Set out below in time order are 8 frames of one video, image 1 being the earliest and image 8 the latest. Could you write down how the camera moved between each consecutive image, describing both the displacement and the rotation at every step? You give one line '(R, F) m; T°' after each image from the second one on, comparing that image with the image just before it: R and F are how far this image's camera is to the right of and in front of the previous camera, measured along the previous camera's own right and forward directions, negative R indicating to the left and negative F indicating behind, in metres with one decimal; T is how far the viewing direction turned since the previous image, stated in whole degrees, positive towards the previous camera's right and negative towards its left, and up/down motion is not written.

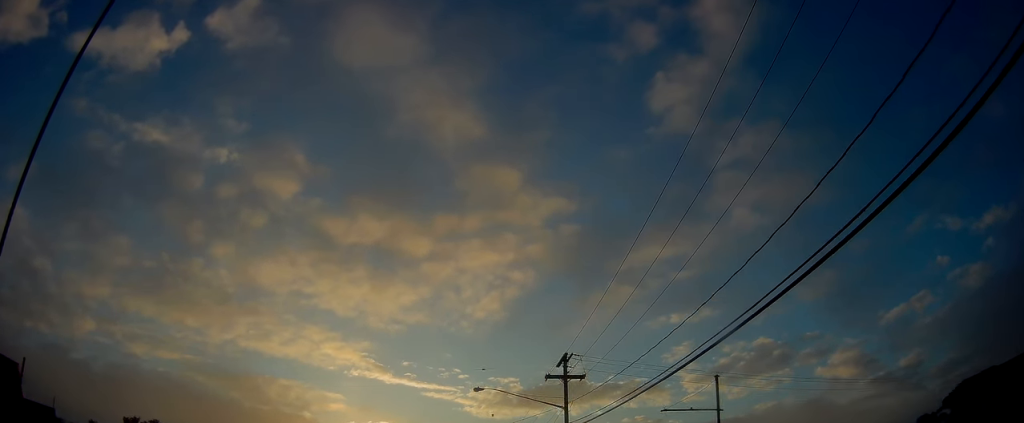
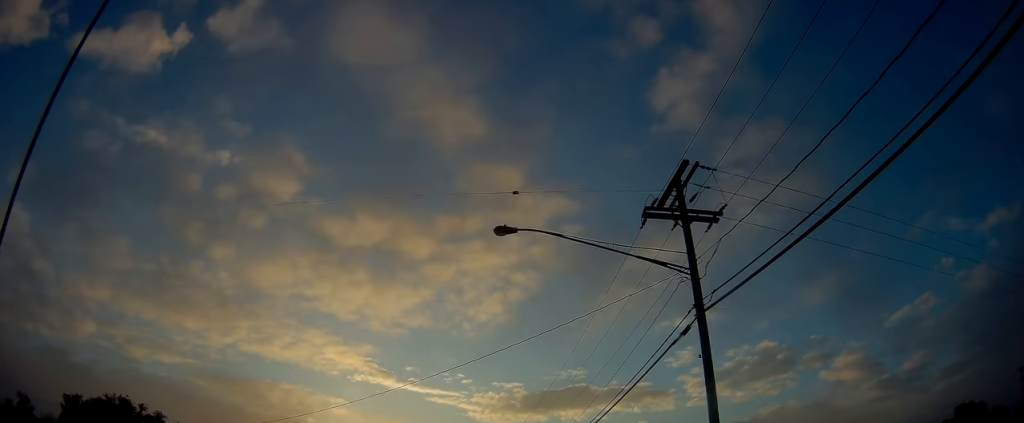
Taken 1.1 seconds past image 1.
(+0.2, +20.0) m; +1°
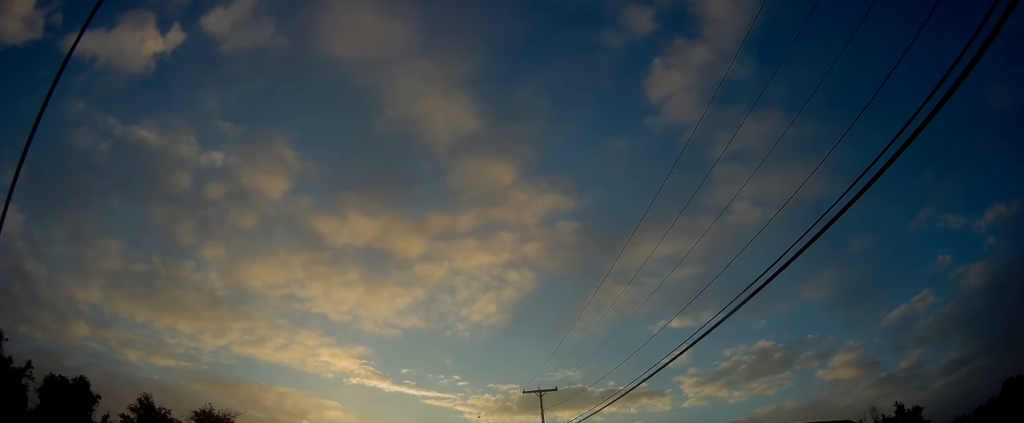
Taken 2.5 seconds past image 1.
(0.0, +27.2) m; 0°
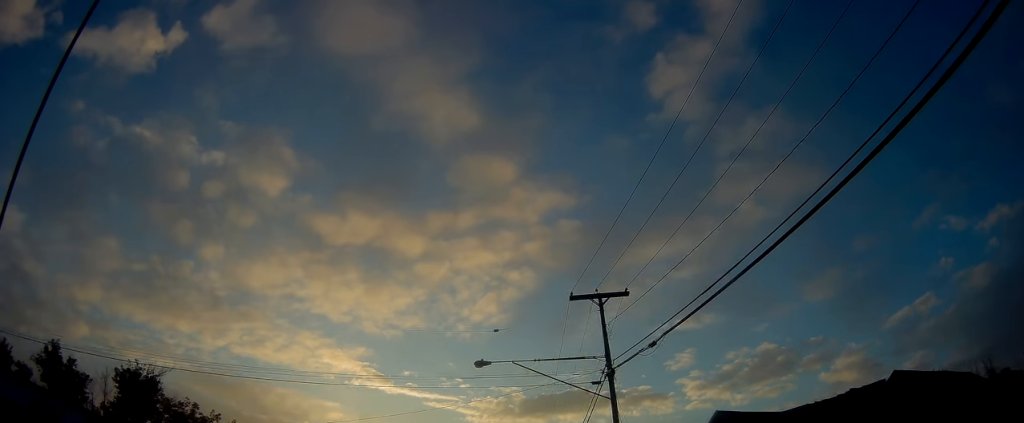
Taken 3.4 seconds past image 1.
(0.0, +17.7) m; 0°
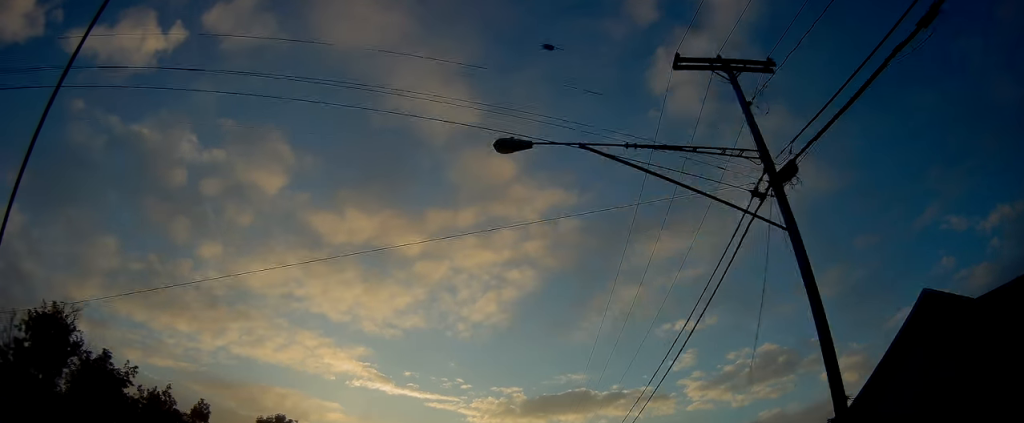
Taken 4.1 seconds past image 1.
(0.0, +13.5) m; 0°
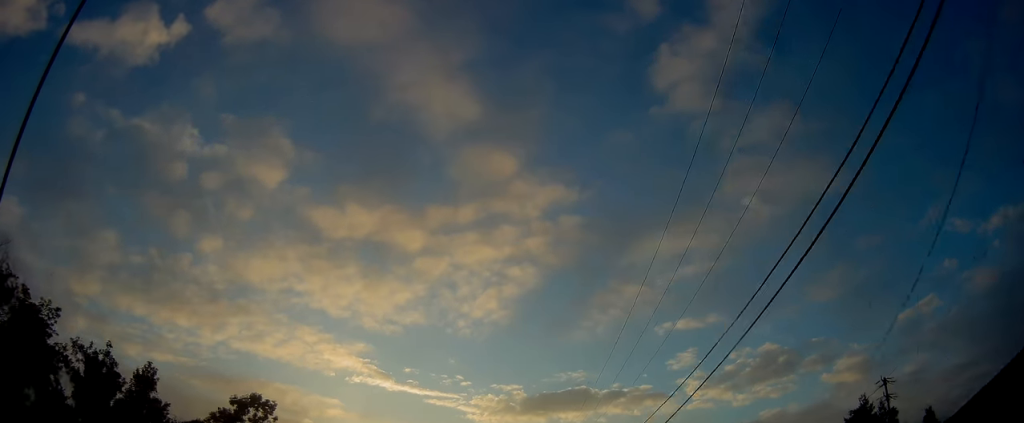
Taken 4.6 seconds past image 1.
(0.0, +8.4) m; 0°
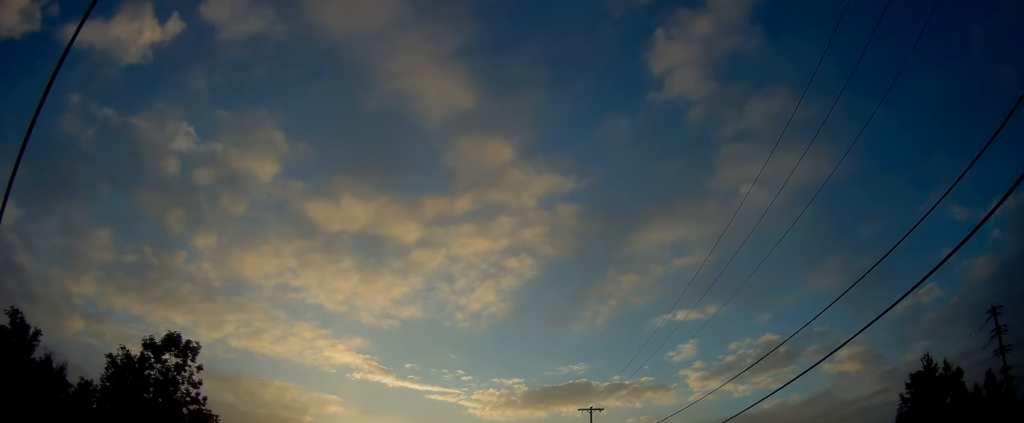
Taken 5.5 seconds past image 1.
(-0.1, +19.1) m; 0°
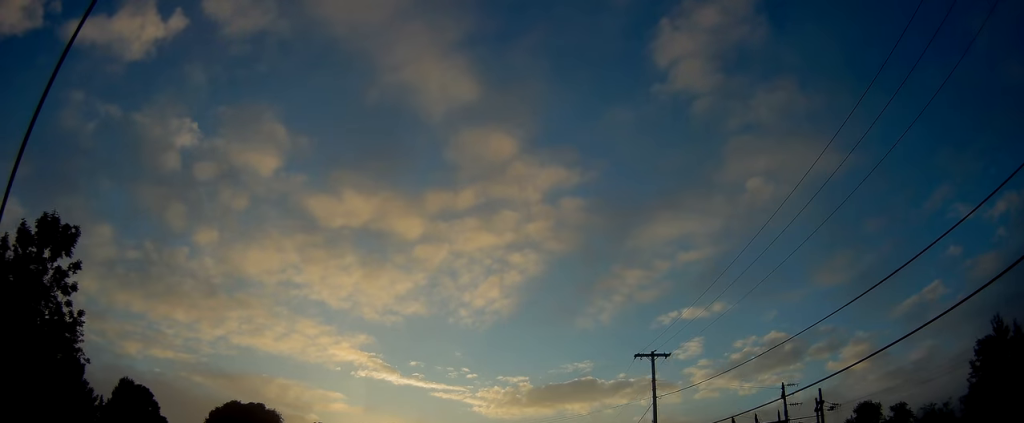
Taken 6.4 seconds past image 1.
(+0.1, +17.4) m; 0°
